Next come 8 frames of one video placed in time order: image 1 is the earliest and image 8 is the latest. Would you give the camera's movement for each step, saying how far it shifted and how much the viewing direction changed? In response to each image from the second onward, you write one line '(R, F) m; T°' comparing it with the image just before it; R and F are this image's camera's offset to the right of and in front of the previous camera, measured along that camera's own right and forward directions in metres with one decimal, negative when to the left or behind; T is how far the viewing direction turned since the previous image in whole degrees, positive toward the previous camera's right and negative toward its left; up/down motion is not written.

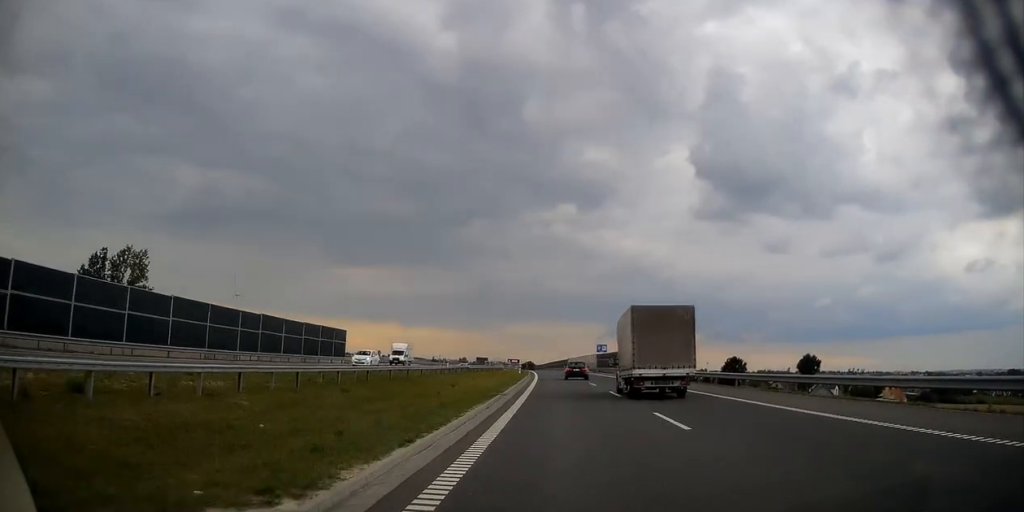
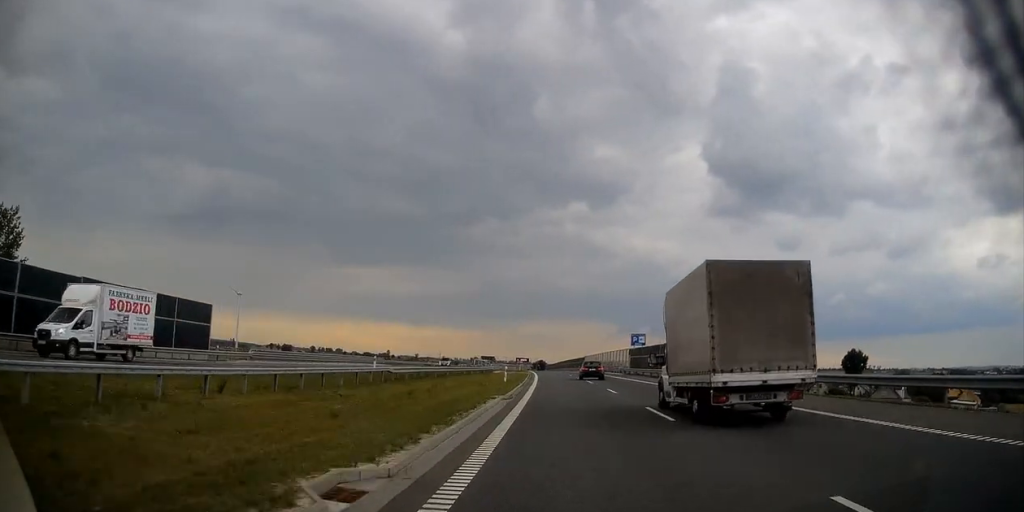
(-0.3, +34.1) m; -1°
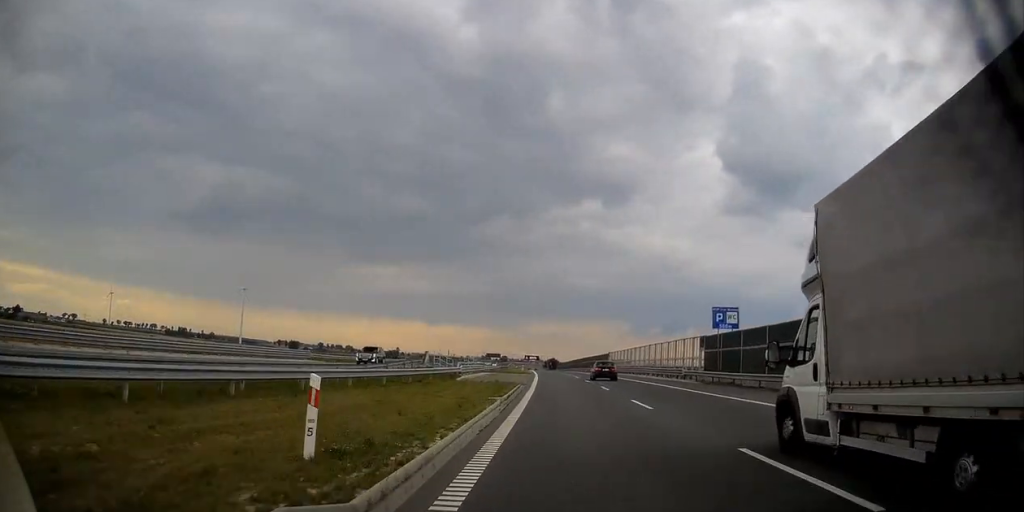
(-0.4, +33.0) m; -1°
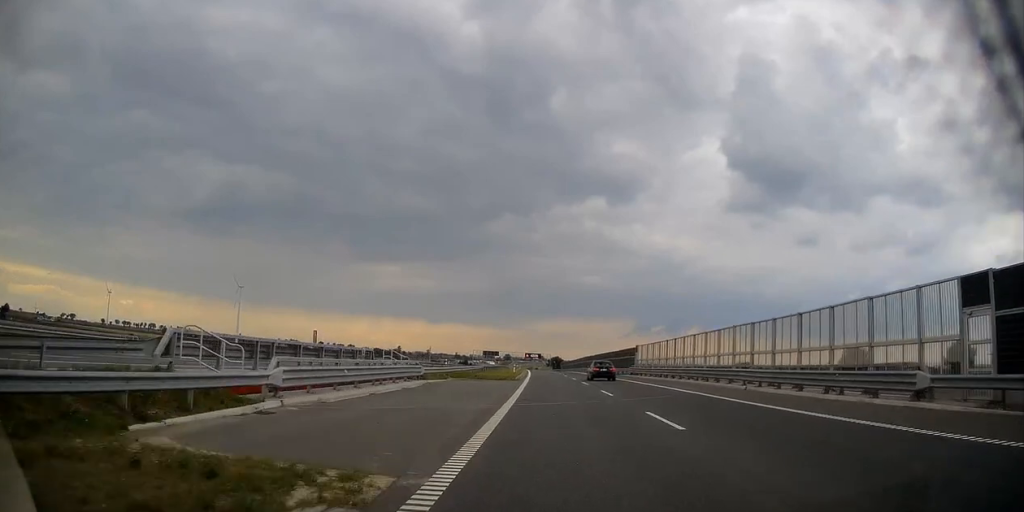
(-0.2, +29.6) m; -1°
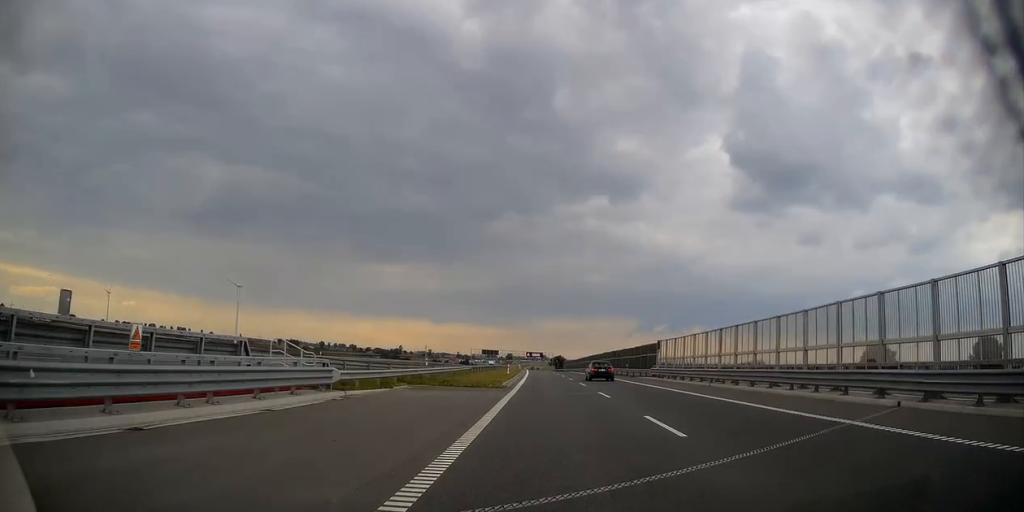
(0.0, +13.1) m; 0°
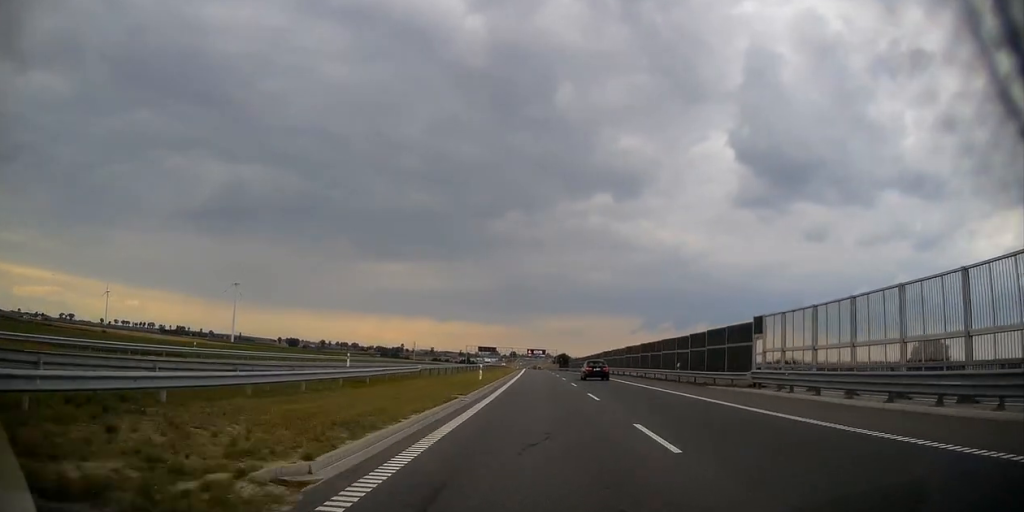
(0.0, +26.2) m; -1°
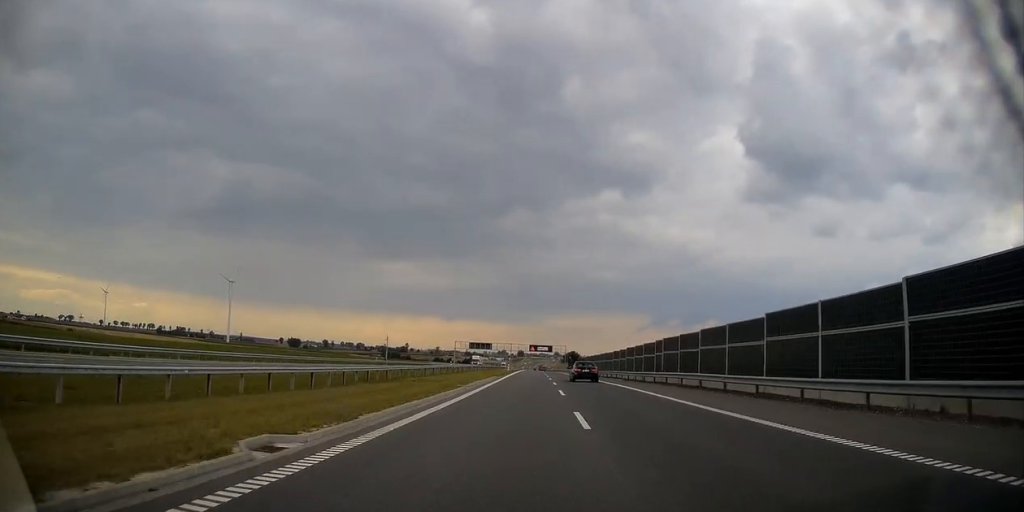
(-0.4, +45.3) m; -1°
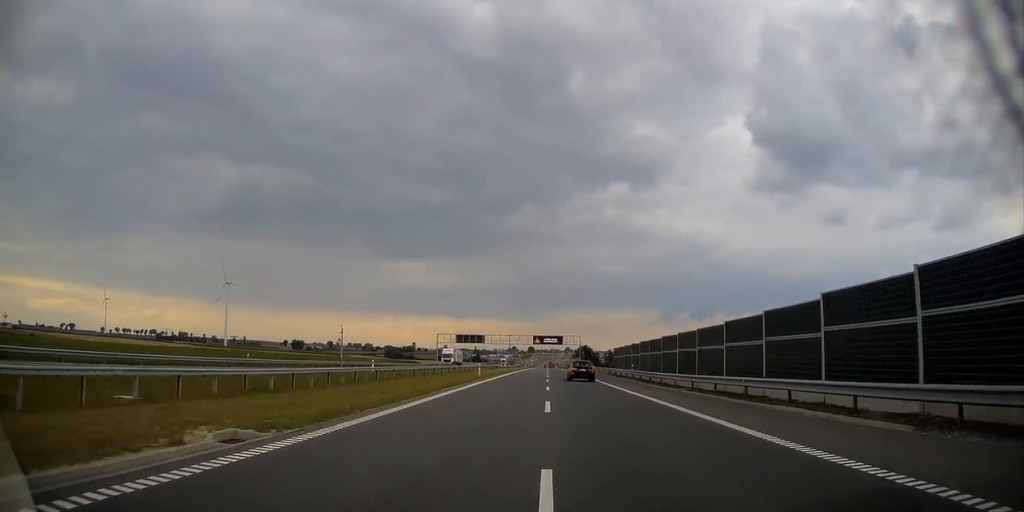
(0.0, +44.9) m; 0°
